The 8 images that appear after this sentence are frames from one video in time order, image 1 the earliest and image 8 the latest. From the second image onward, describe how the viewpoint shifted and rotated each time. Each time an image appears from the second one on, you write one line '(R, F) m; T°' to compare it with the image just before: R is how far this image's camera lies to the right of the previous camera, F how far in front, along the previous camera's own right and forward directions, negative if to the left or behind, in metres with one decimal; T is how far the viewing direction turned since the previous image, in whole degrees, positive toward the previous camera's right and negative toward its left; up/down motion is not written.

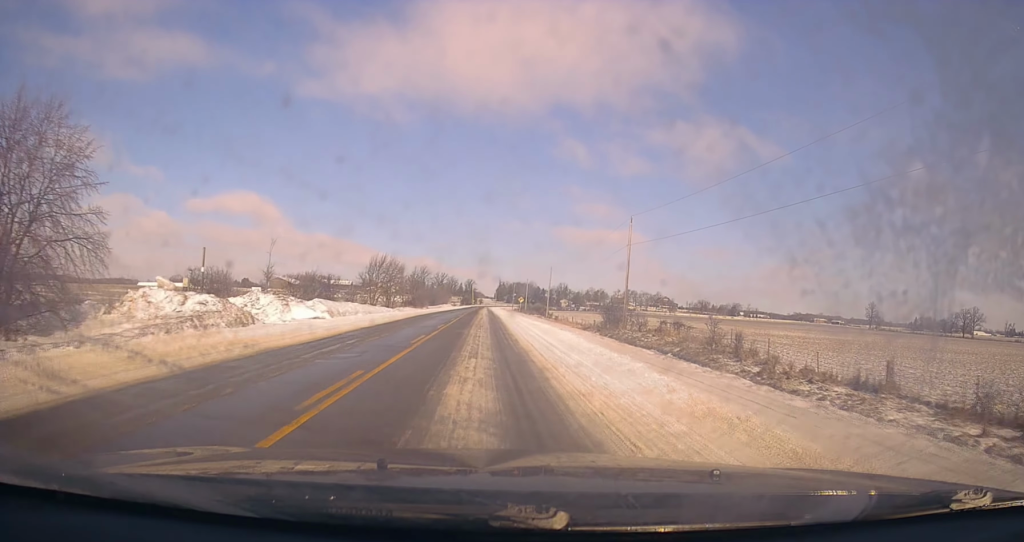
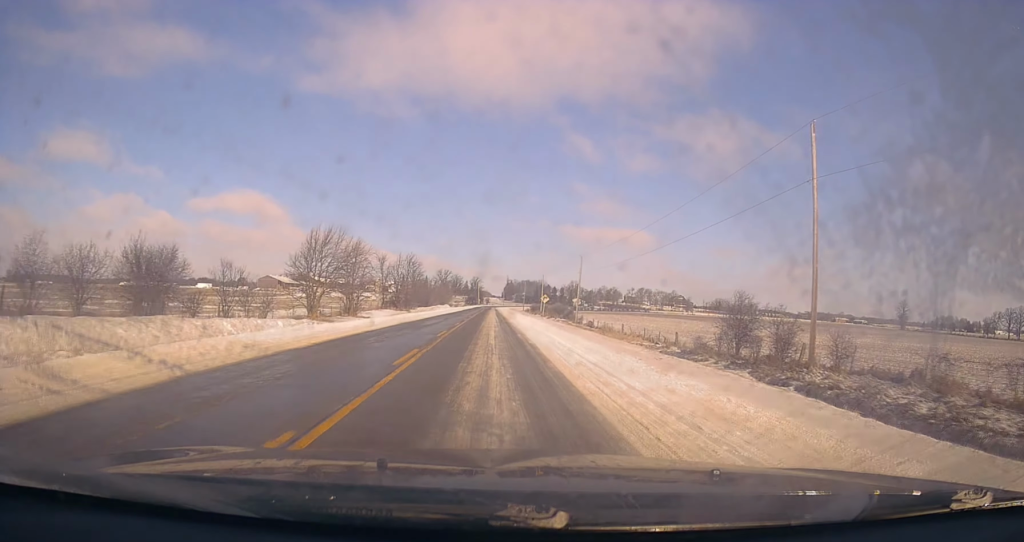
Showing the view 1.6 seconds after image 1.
(+0.3, +31.5) m; +1°
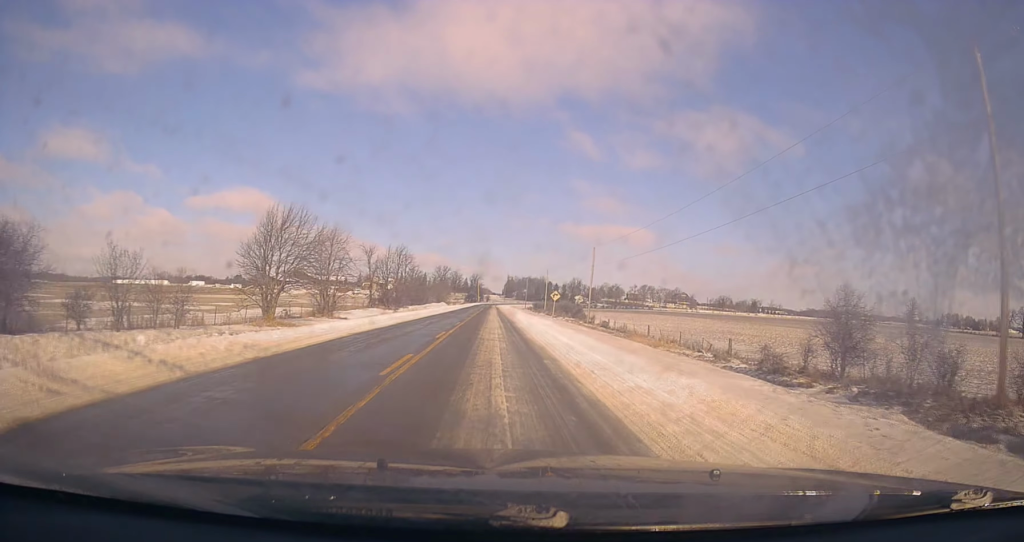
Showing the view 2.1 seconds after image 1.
(+0.4, +10.6) m; -1°
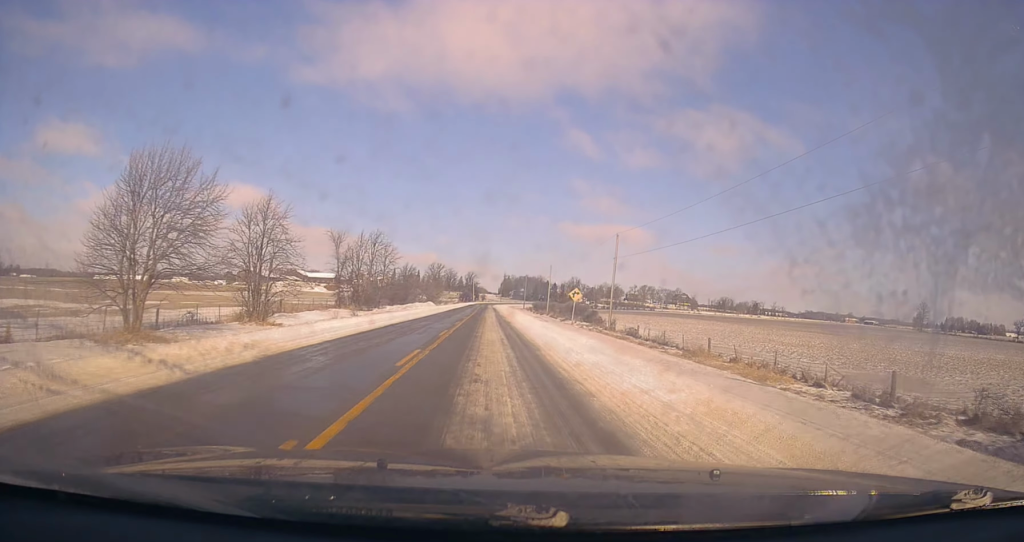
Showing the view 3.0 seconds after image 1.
(-0.7, +16.3) m; -1°
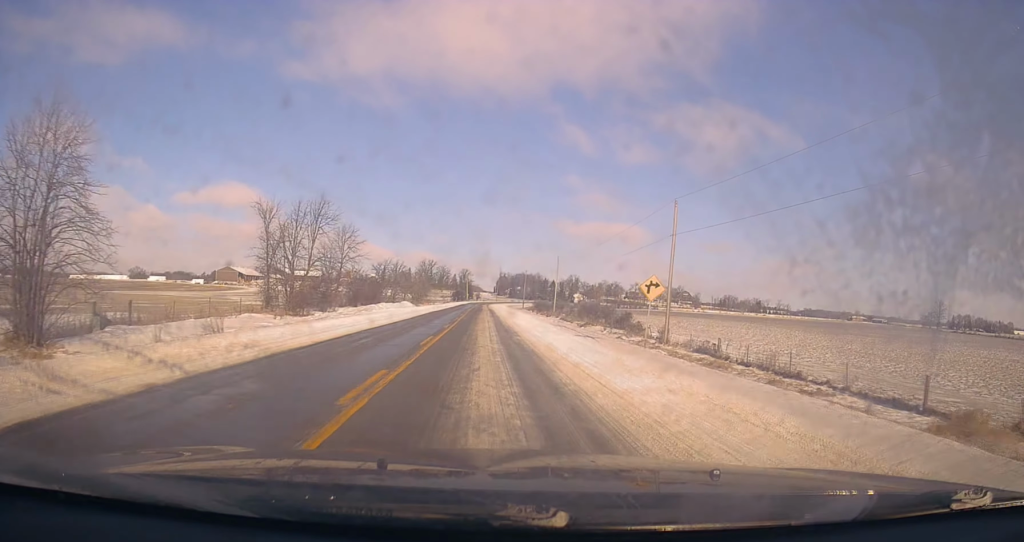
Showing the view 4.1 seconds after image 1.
(+0.2, +21.5) m; +1°
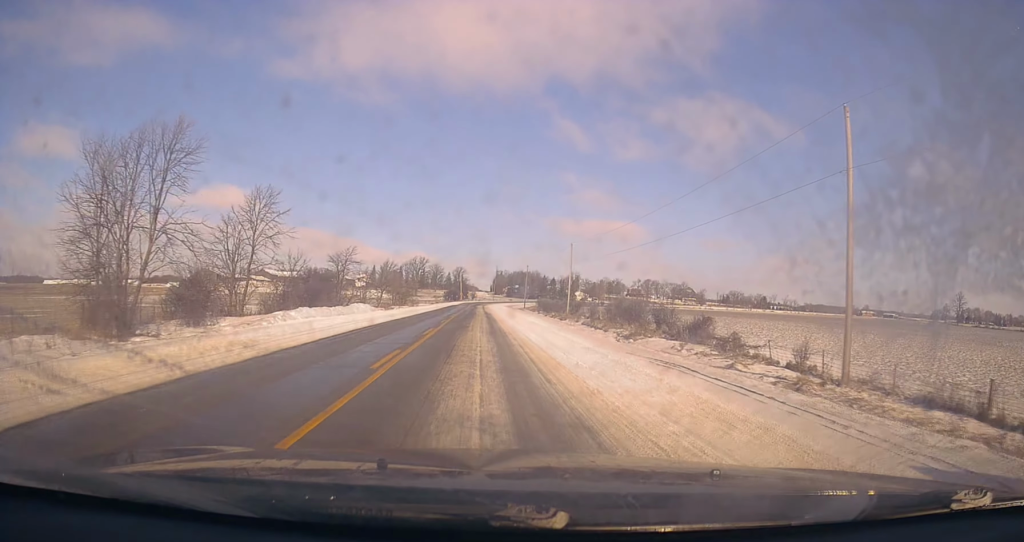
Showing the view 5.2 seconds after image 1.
(+0.2, +22.4) m; 0°
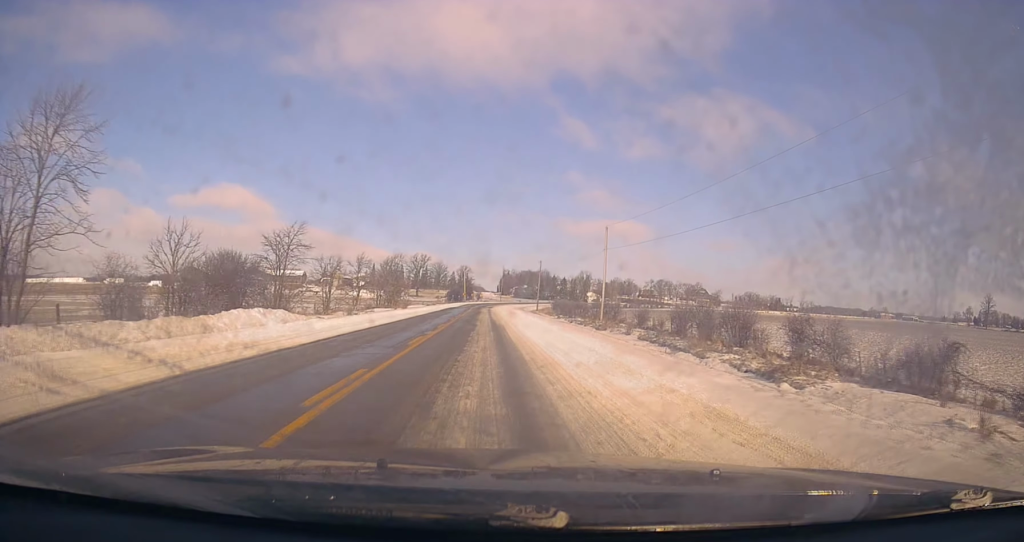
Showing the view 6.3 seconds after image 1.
(0.0, +21.6) m; 0°
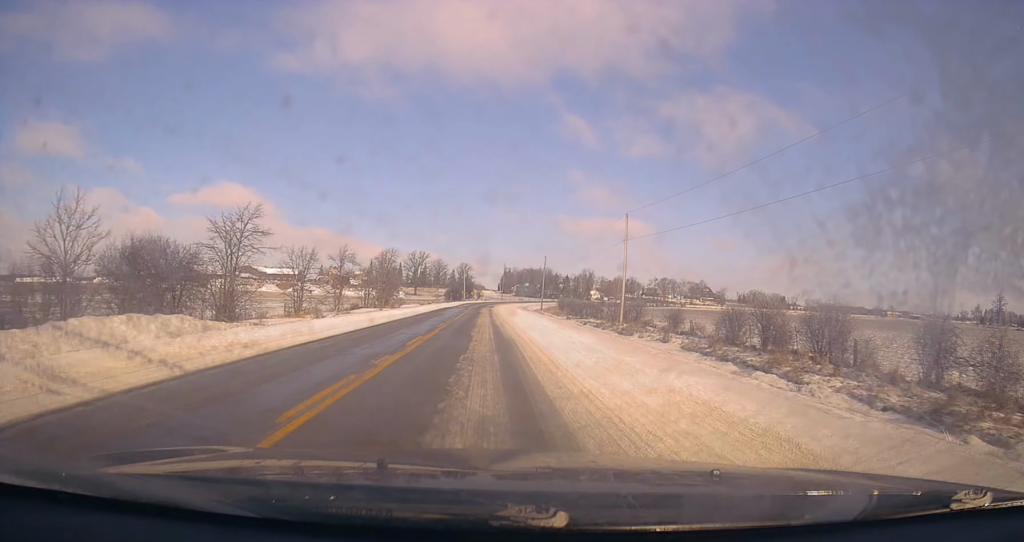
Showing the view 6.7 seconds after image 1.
(0.0, +9.0) m; 0°
